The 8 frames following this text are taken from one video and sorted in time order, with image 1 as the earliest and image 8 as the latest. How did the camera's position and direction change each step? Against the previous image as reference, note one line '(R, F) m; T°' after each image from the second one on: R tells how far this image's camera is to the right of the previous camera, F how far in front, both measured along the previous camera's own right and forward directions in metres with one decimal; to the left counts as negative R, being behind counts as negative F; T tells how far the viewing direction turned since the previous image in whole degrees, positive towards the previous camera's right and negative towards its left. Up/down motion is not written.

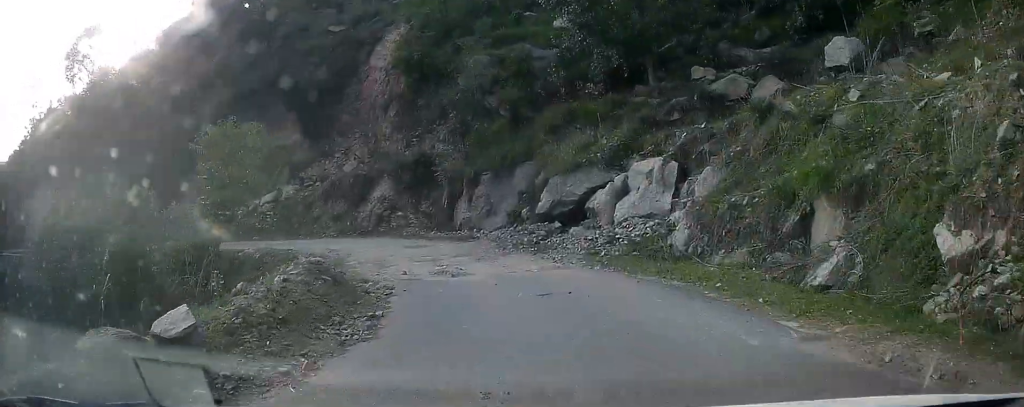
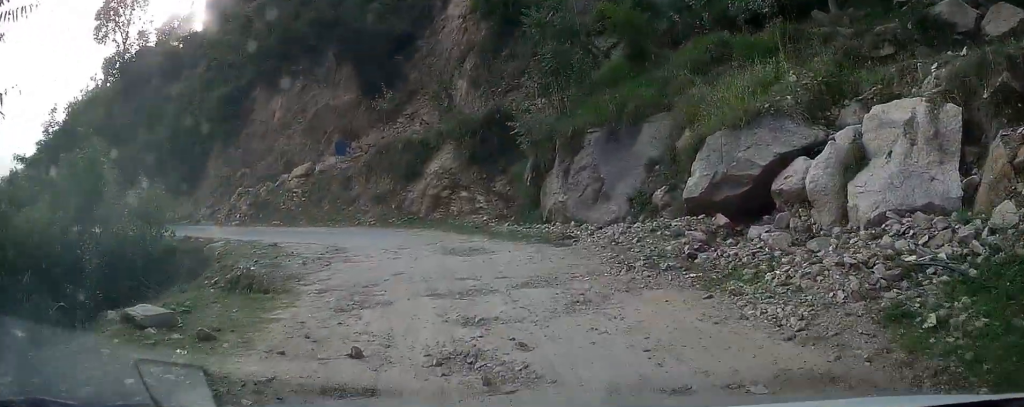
(-1.5, +12.4) m; -12°
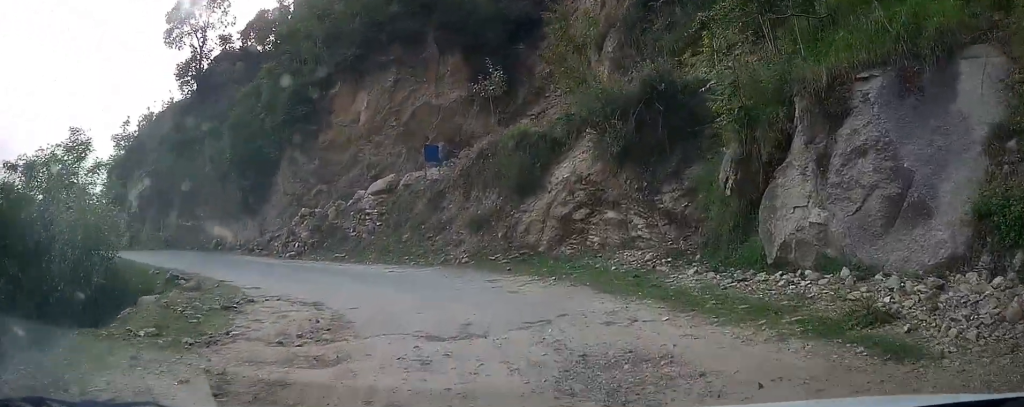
(-3.4, +15.4) m; -24°
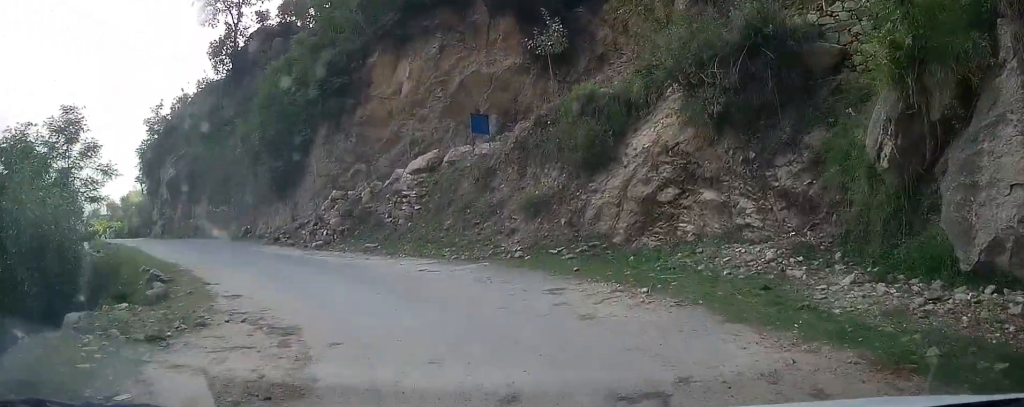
(-0.6, +6.5) m; -9°
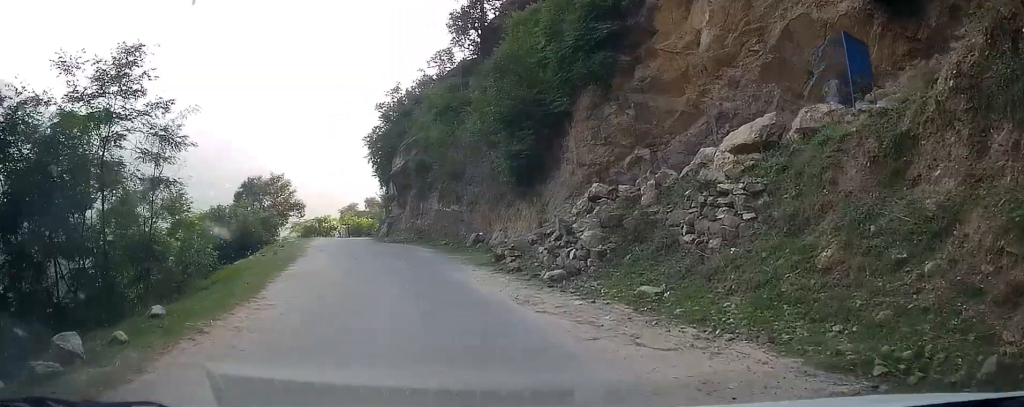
(-2.3, +6.8) m; -30°
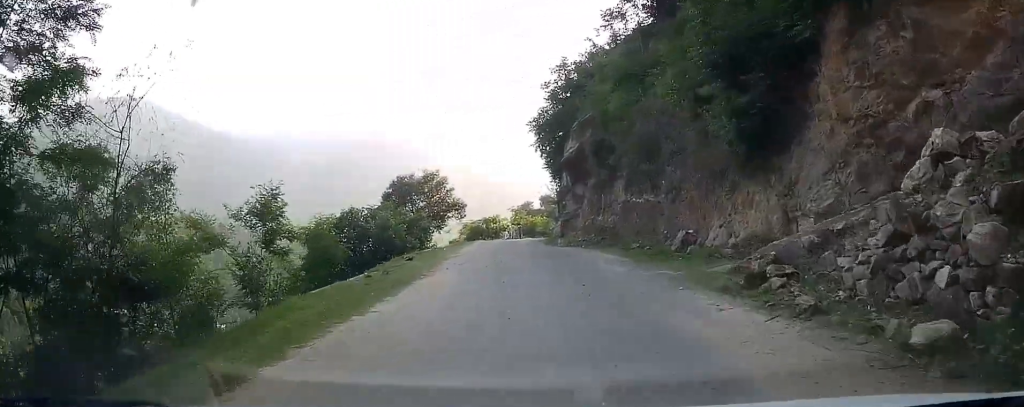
(-0.5, +5.2) m; -8°
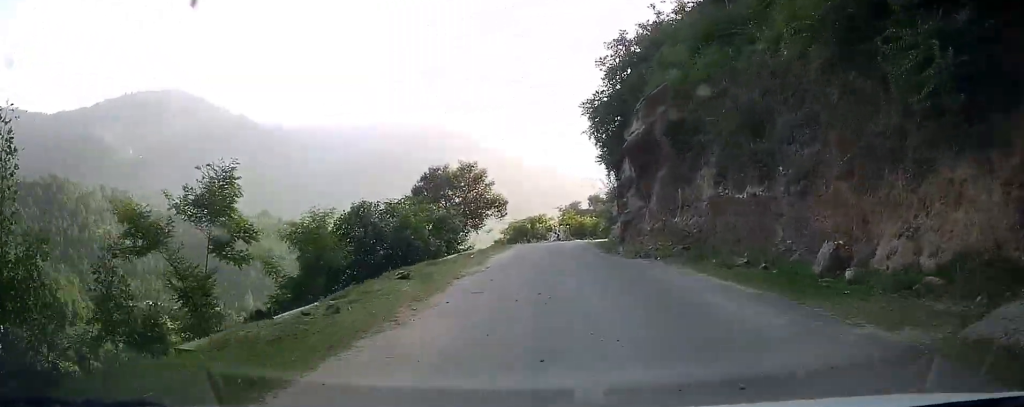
(-0.1, +4.9) m; -3°
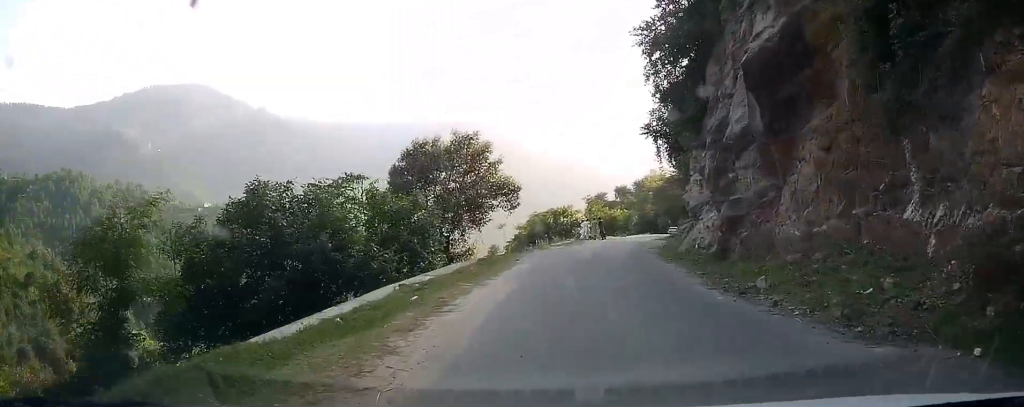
(-0.4, +11.0) m; 0°
